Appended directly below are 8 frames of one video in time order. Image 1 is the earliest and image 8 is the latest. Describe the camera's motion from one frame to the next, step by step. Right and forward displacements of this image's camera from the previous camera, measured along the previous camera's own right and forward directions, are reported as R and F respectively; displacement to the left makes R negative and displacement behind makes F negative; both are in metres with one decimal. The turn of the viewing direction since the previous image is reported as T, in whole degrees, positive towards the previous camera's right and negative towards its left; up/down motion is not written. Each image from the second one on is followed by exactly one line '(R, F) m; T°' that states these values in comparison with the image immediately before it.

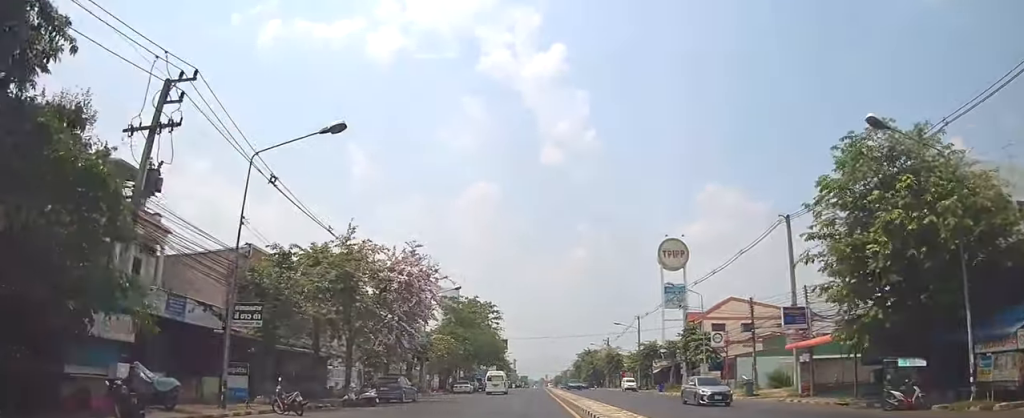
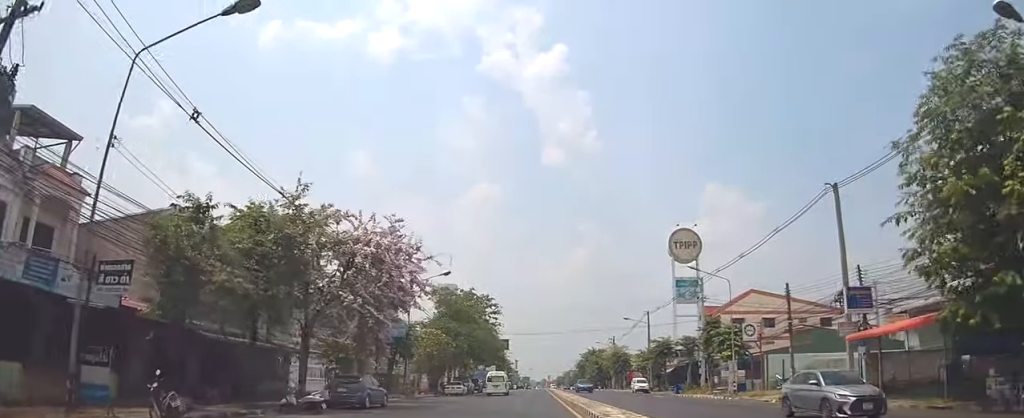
(-0.2, +7.1) m; -1°
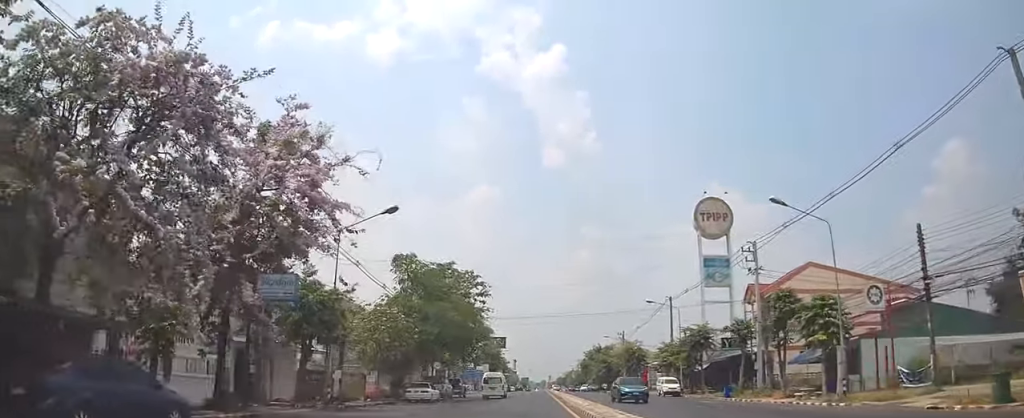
(-0.1, +16.5) m; -1°
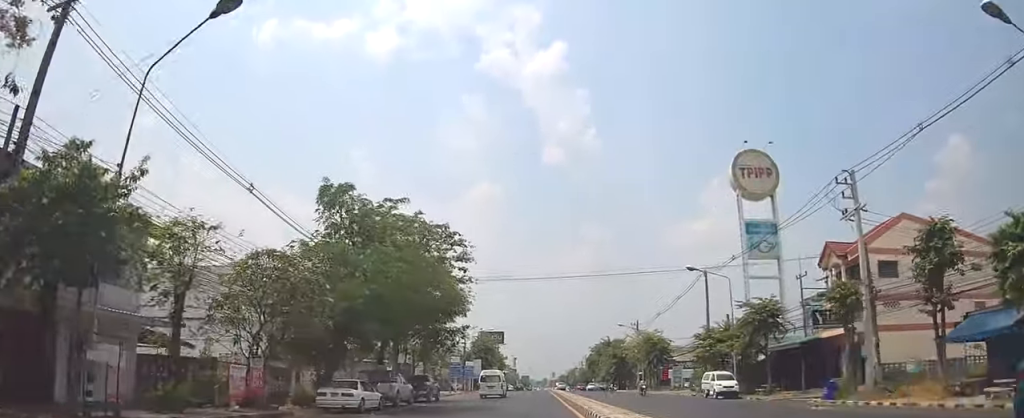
(0.0, +16.4) m; +1°
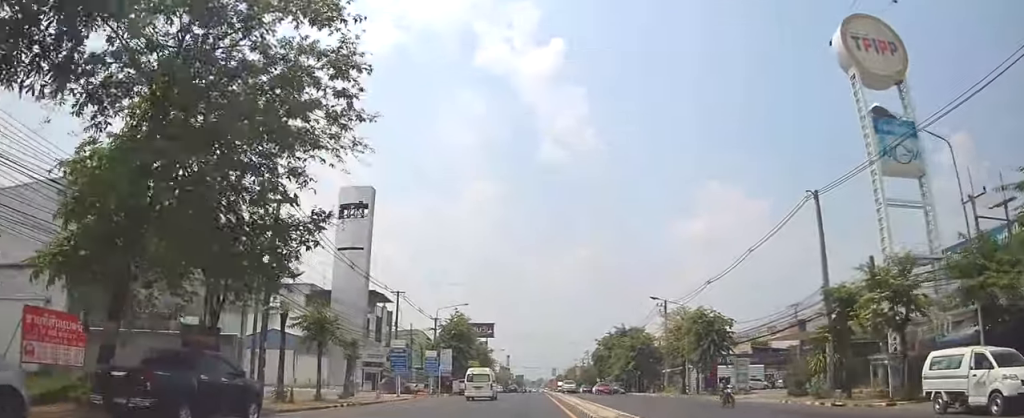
(+0.2, +26.9) m; 0°
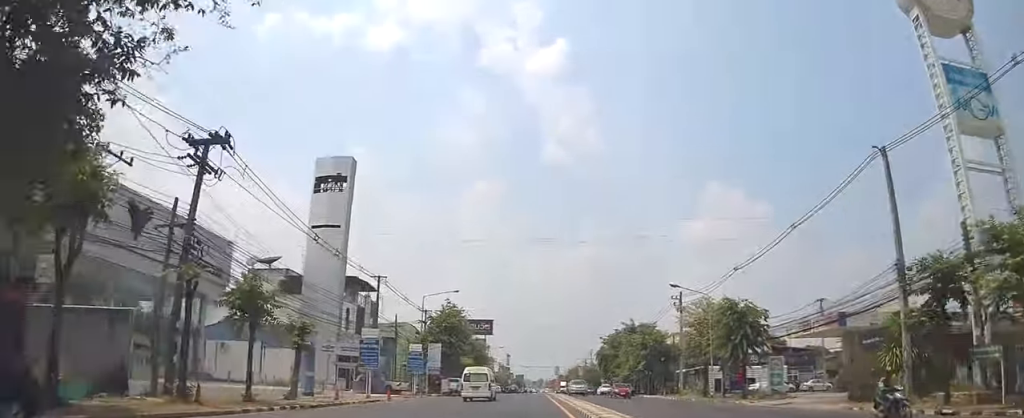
(0.0, +7.8) m; 0°
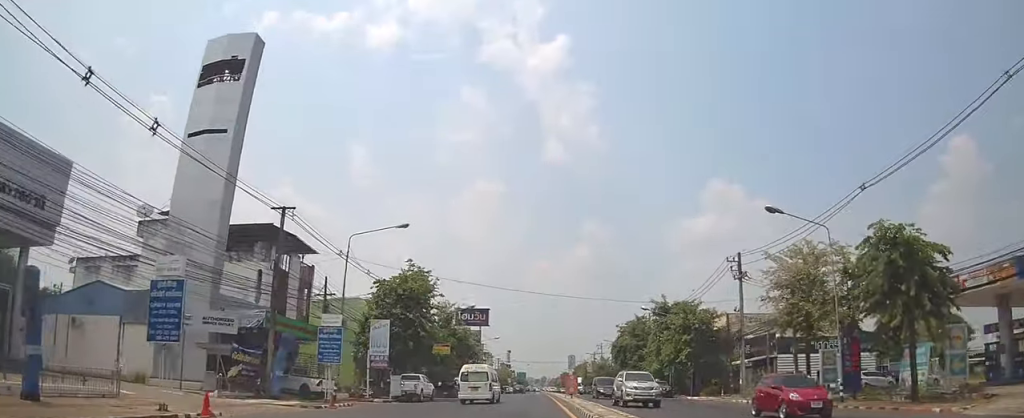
(-0.1, +20.6) m; -1°
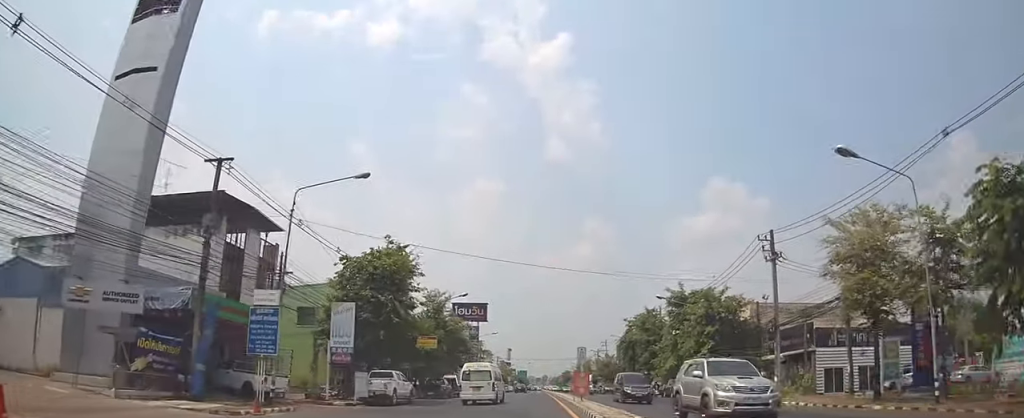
(-0.2, +7.4) m; 0°
